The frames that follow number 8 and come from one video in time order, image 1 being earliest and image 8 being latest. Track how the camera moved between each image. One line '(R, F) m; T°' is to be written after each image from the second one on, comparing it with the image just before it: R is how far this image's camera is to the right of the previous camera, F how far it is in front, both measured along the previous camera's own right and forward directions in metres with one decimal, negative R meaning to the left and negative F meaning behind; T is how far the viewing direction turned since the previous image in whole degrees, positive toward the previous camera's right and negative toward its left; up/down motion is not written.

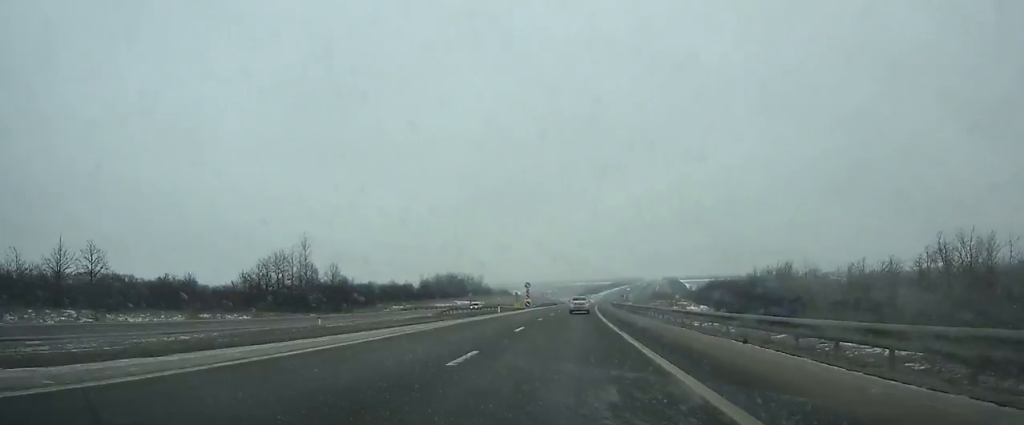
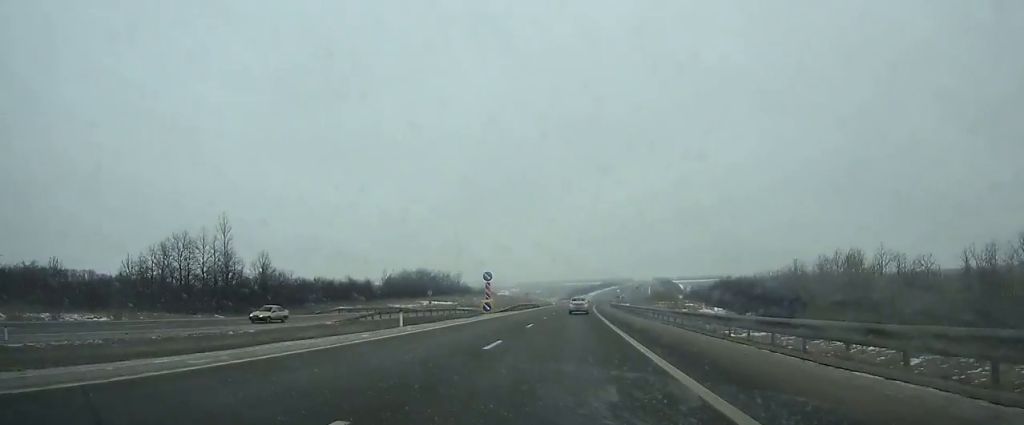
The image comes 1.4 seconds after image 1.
(-0.2, +32.1) m; 0°
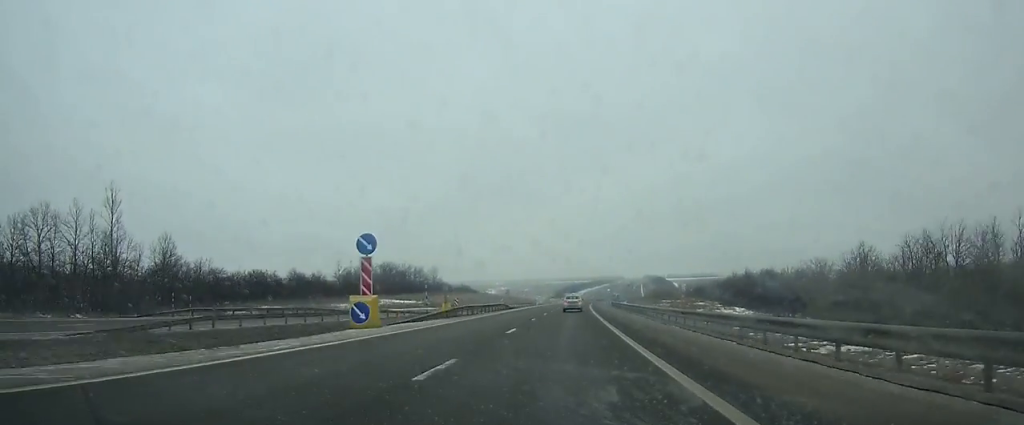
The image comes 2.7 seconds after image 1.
(+0.4, +29.8) m; +1°
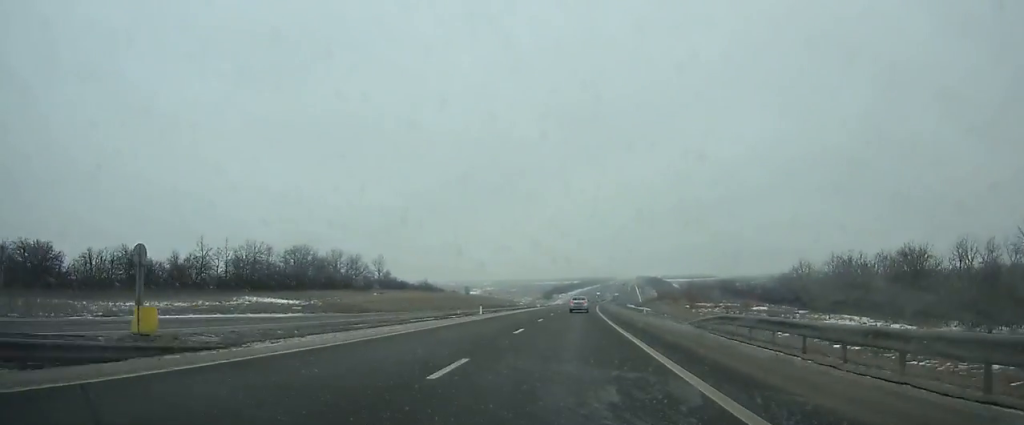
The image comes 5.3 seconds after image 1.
(+0.9, +59.6) m; +2°
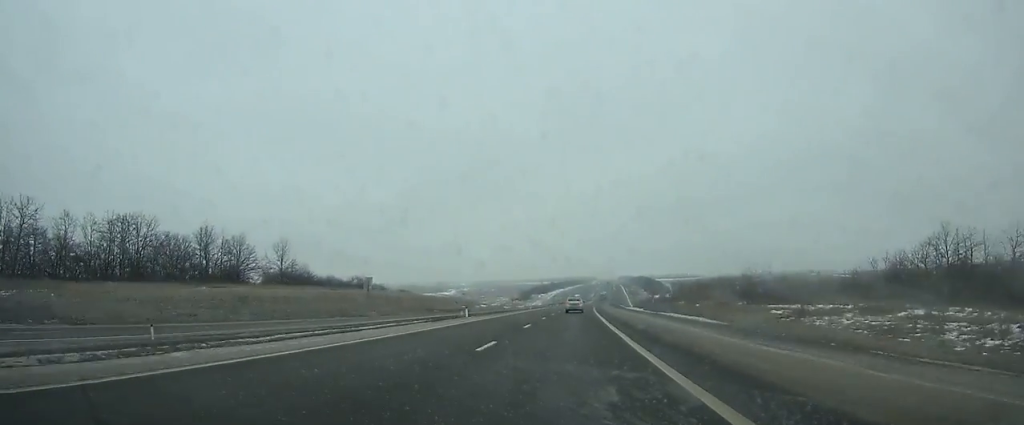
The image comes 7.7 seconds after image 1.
(+0.7, +55.1) m; +2°
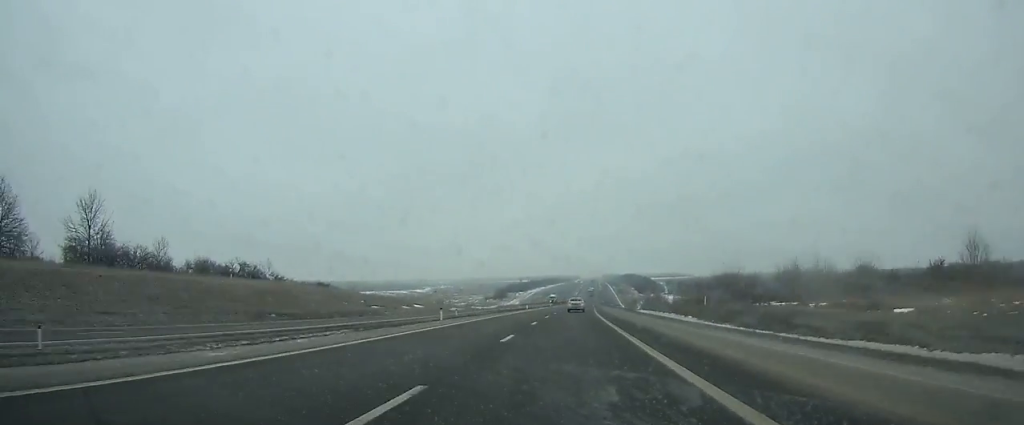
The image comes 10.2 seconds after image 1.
(+0.7, +57.7) m; +1°
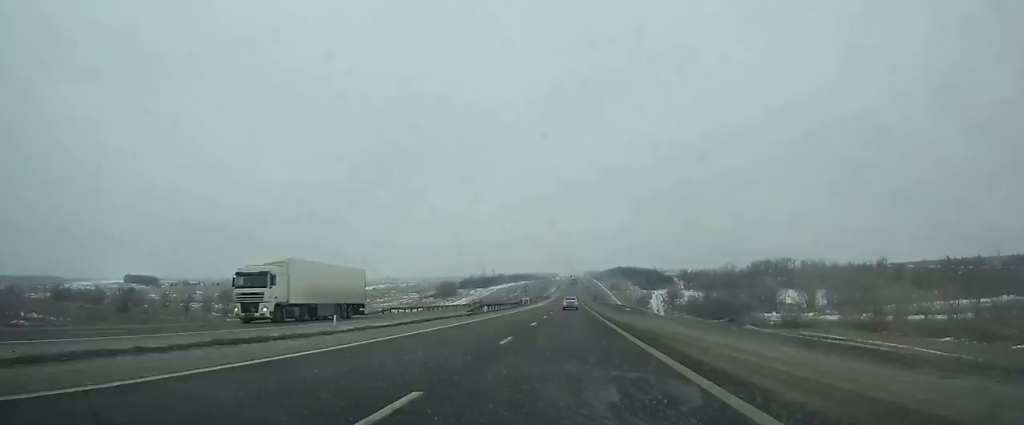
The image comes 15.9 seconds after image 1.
(+2.7, +134.1) m; +2°
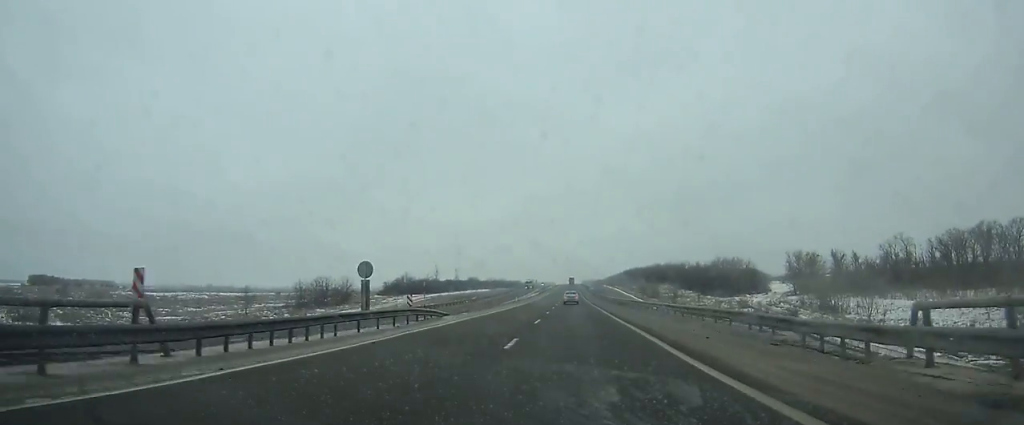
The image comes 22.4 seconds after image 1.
(+0.4, +157.7) m; 0°
